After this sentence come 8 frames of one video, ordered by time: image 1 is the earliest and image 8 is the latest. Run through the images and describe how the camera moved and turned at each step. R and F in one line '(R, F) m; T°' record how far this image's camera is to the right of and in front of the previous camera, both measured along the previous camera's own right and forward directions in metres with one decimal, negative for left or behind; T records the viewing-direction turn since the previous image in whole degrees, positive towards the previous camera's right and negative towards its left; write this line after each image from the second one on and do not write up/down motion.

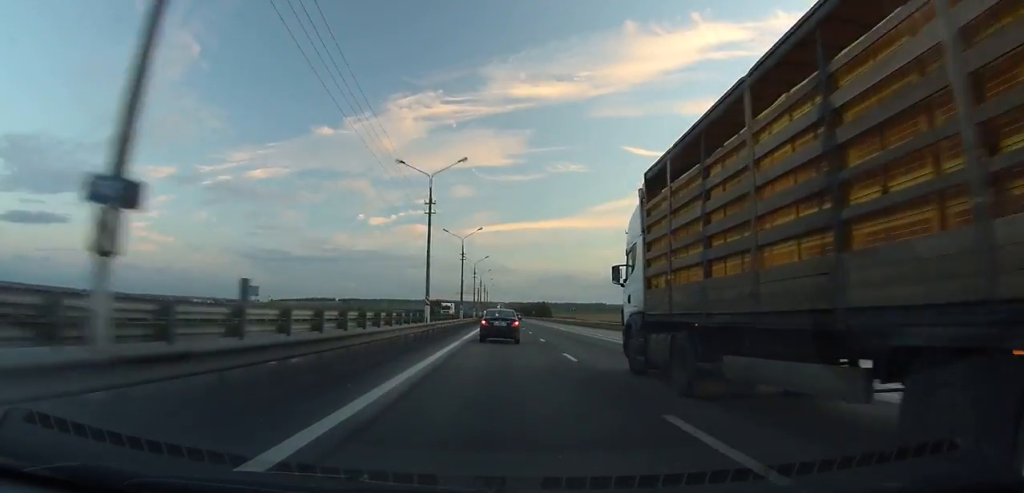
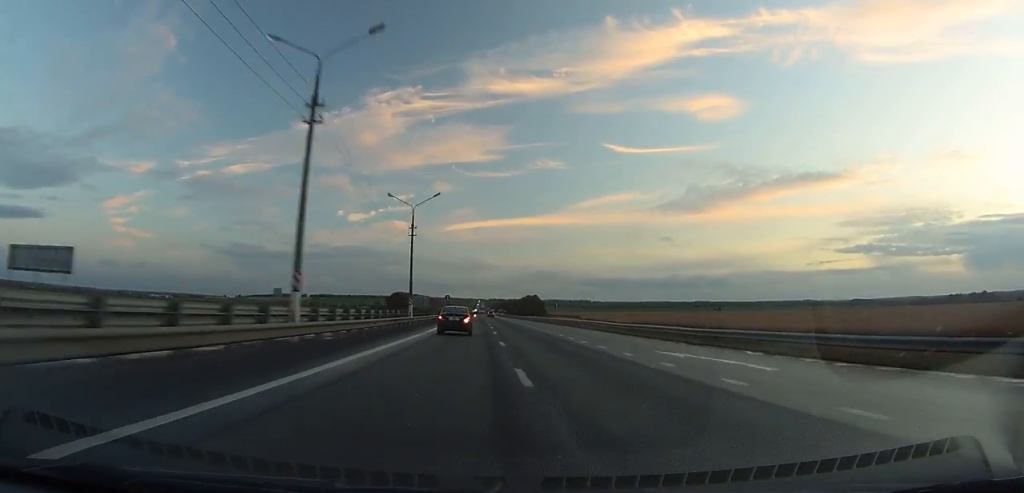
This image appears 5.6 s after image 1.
(+0.8, +136.5) m; +1°
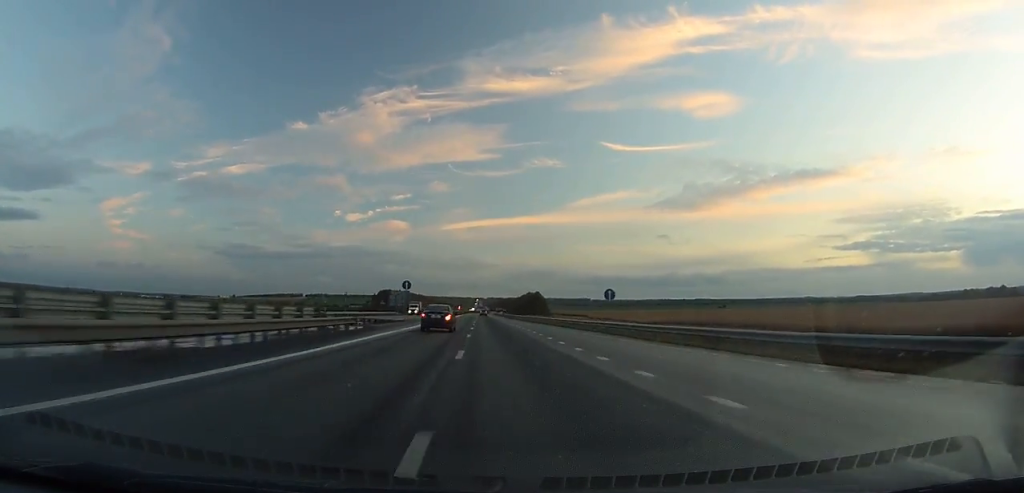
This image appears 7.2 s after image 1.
(0.0, +41.1) m; 0°
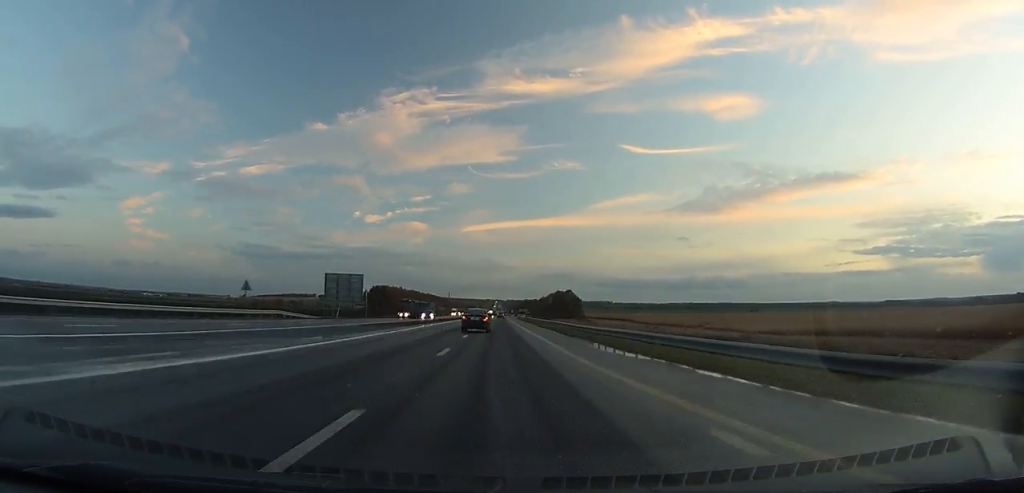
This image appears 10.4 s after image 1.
(+0.2, +84.3) m; 0°
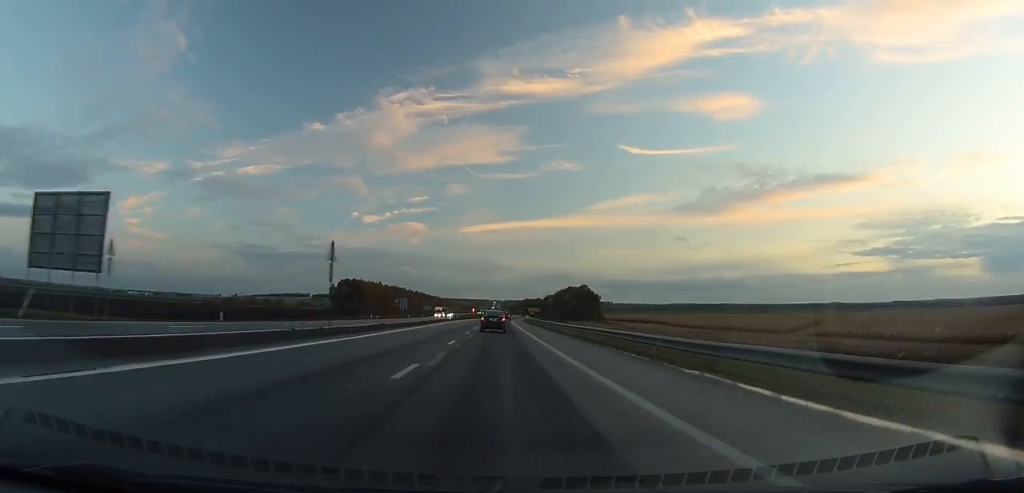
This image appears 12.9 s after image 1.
(-0.6, +66.4) m; -1°
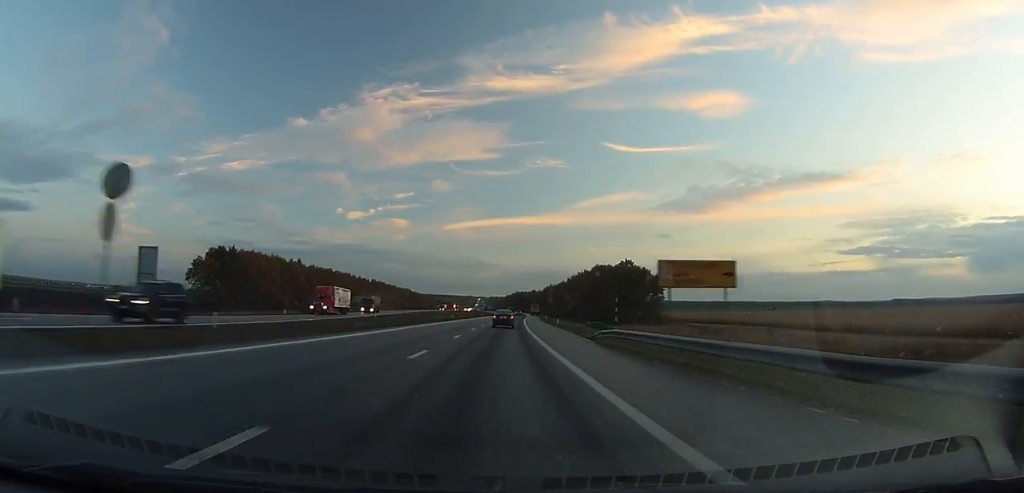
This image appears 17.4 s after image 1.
(-0.1, +119.3) m; +1°
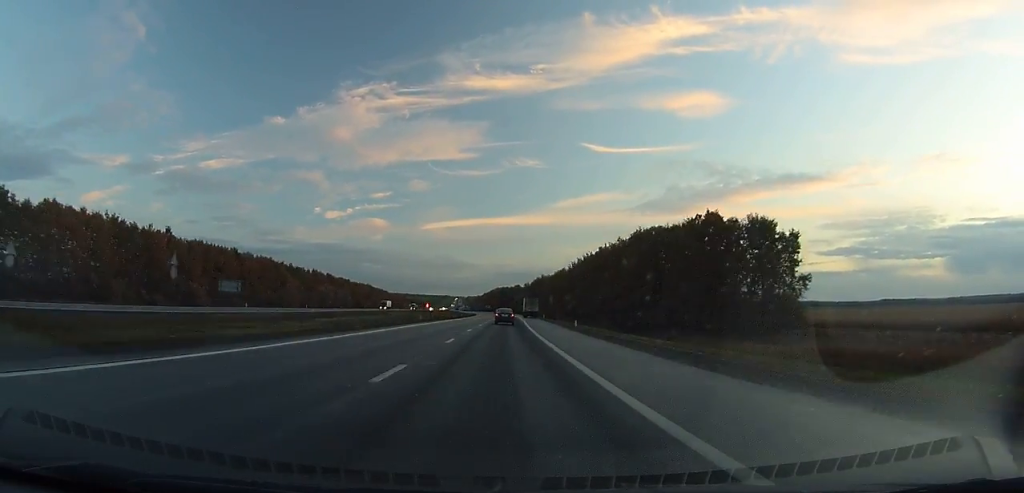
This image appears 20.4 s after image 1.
(+0.8, +79.6) m; +1°
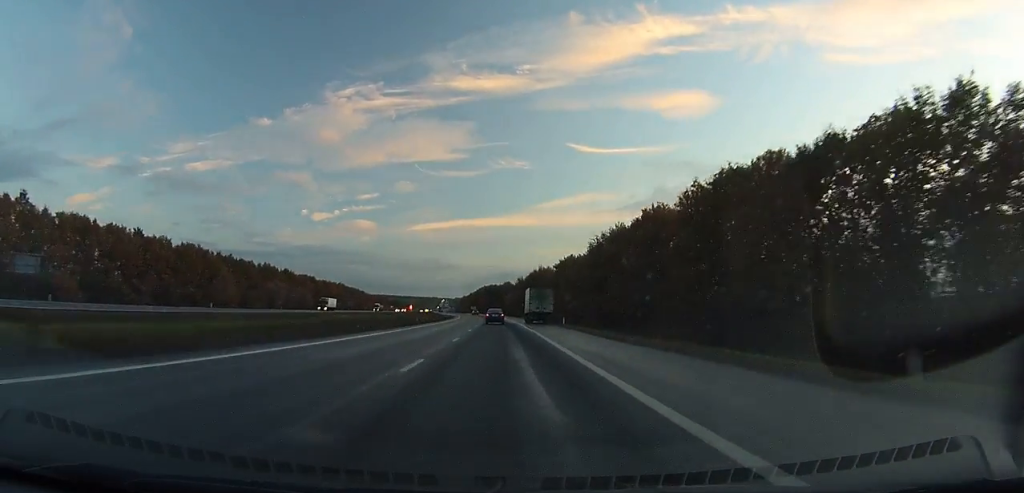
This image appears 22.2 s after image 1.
(+0.3, +47.9) m; +1°
